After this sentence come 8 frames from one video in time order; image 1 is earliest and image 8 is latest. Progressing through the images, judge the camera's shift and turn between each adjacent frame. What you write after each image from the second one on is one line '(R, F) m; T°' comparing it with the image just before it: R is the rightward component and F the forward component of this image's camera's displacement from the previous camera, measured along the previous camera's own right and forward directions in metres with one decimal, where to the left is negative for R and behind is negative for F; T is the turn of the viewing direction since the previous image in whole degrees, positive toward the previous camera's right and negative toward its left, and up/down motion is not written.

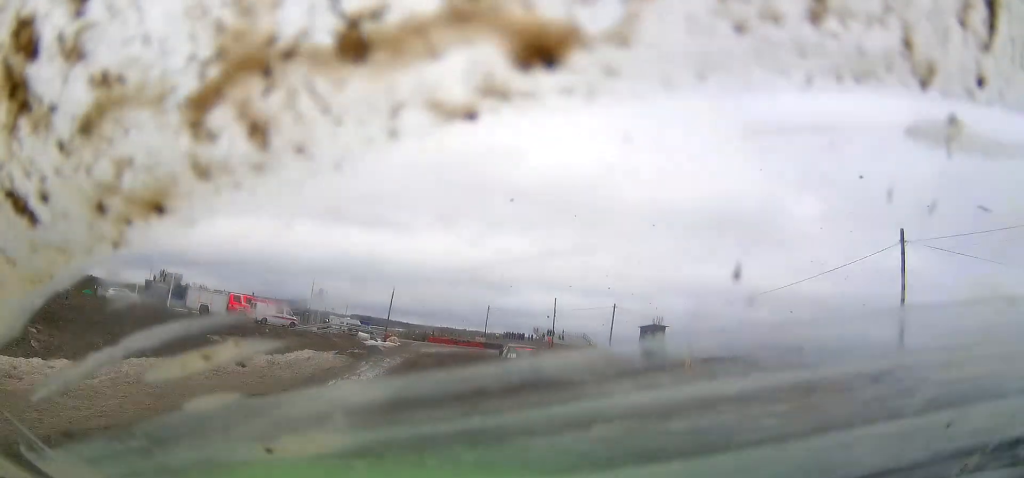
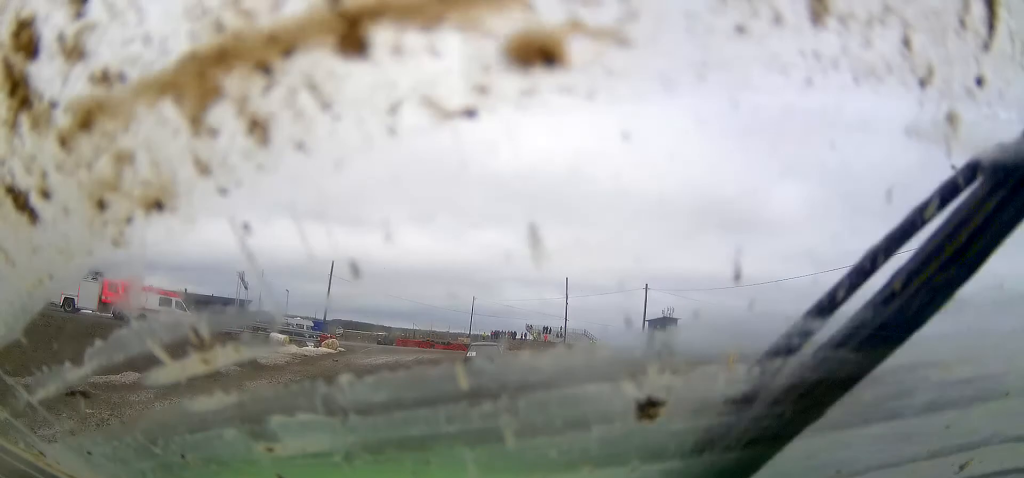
(+0.5, +20.6) m; +2°
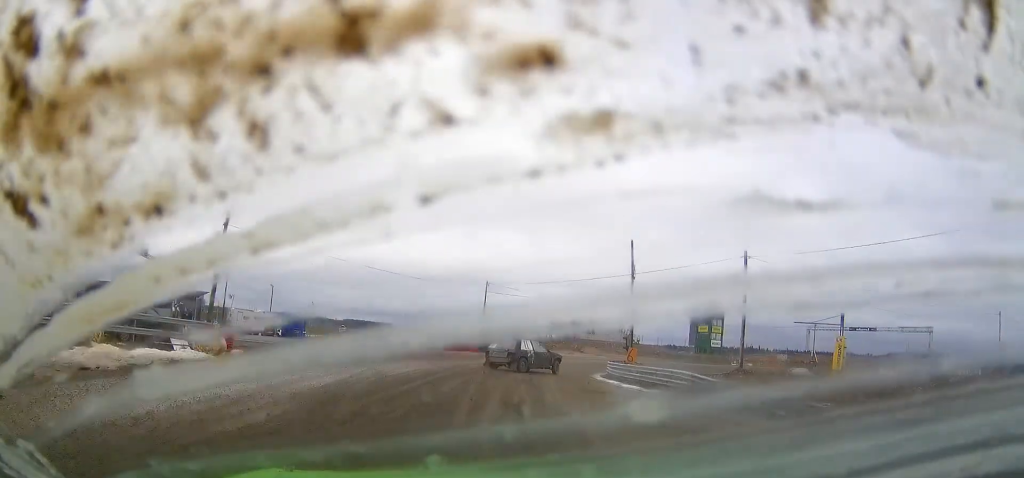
(+0.3, +19.9) m; +2°
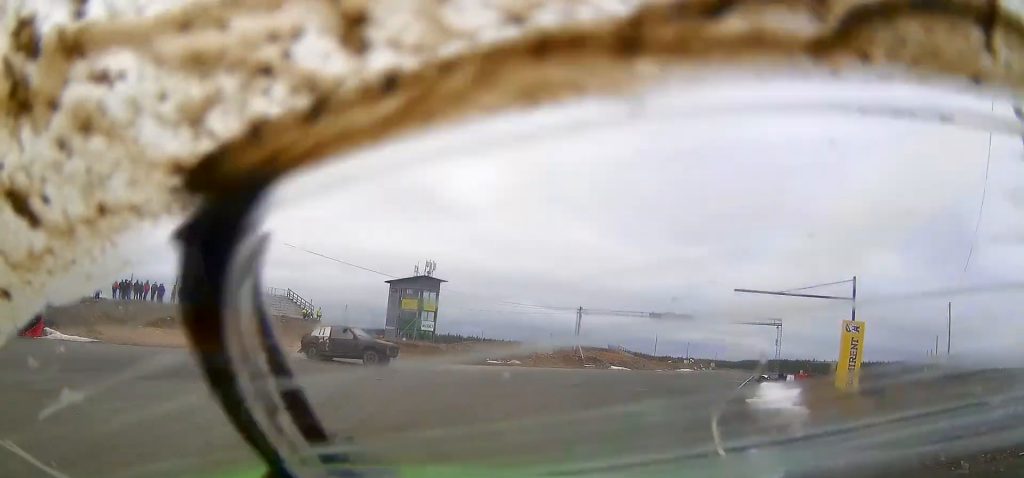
(+3.1, +35.7) m; +17°
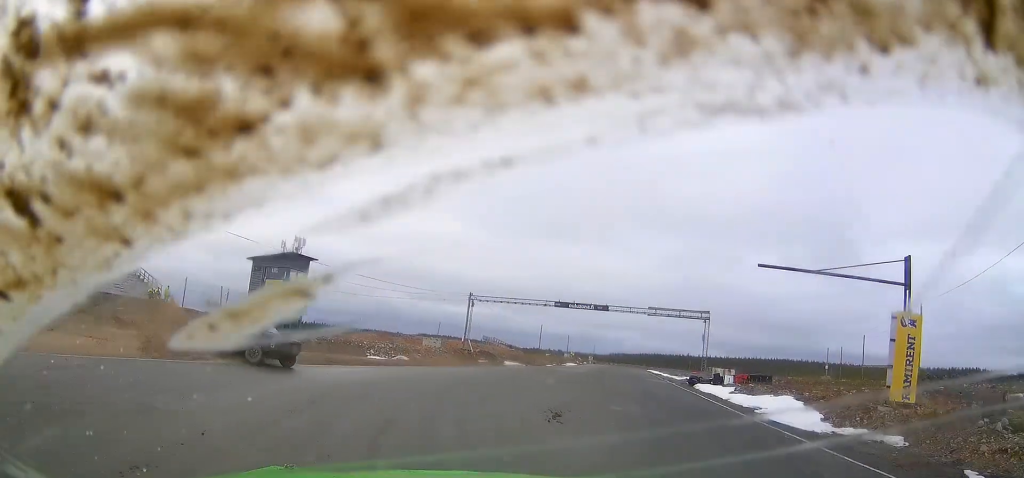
(+0.3, +10.5) m; +9°
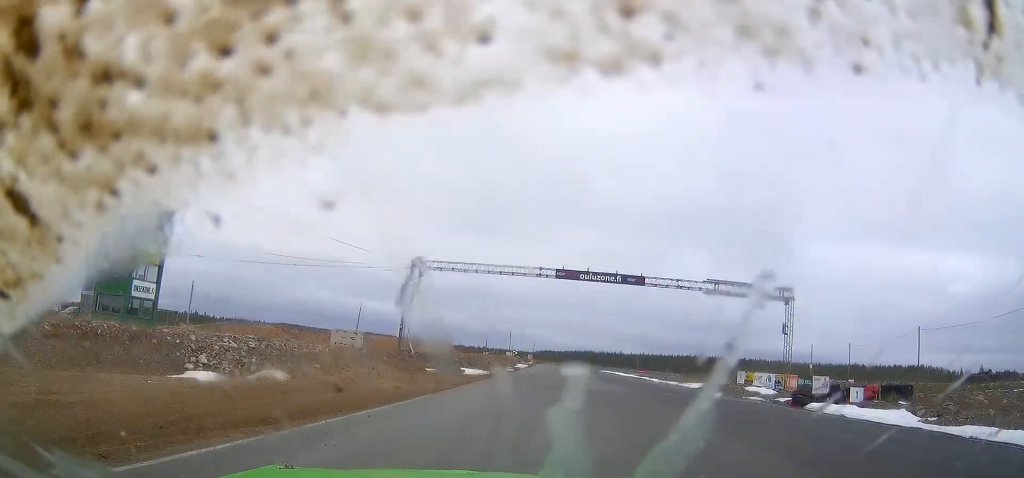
(+4.6, +21.5) m; +21°
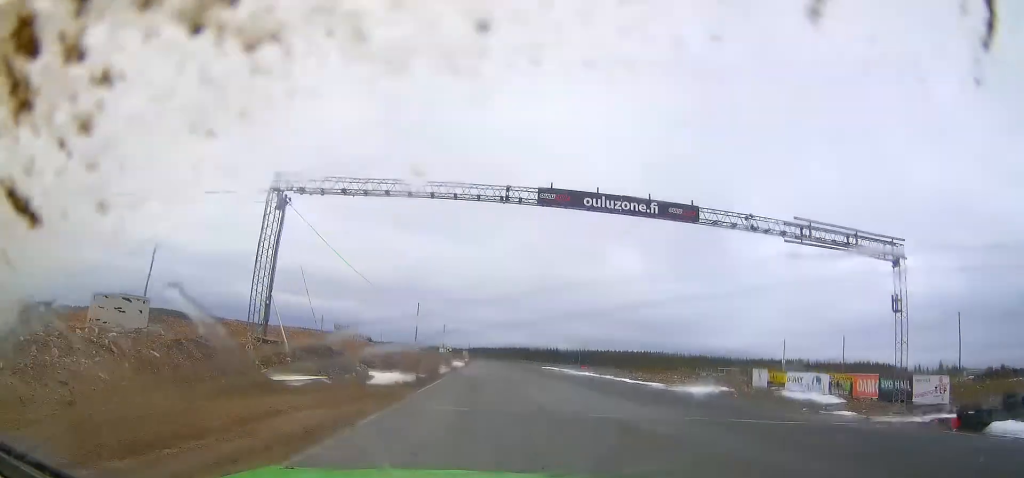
(+1.3, +14.0) m; +11°
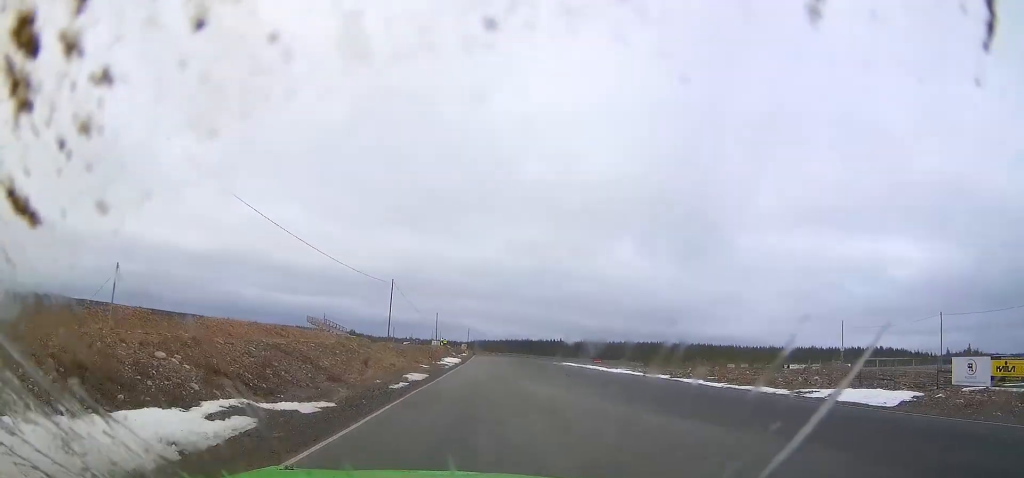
(+1.7, +18.6) m; +8°
